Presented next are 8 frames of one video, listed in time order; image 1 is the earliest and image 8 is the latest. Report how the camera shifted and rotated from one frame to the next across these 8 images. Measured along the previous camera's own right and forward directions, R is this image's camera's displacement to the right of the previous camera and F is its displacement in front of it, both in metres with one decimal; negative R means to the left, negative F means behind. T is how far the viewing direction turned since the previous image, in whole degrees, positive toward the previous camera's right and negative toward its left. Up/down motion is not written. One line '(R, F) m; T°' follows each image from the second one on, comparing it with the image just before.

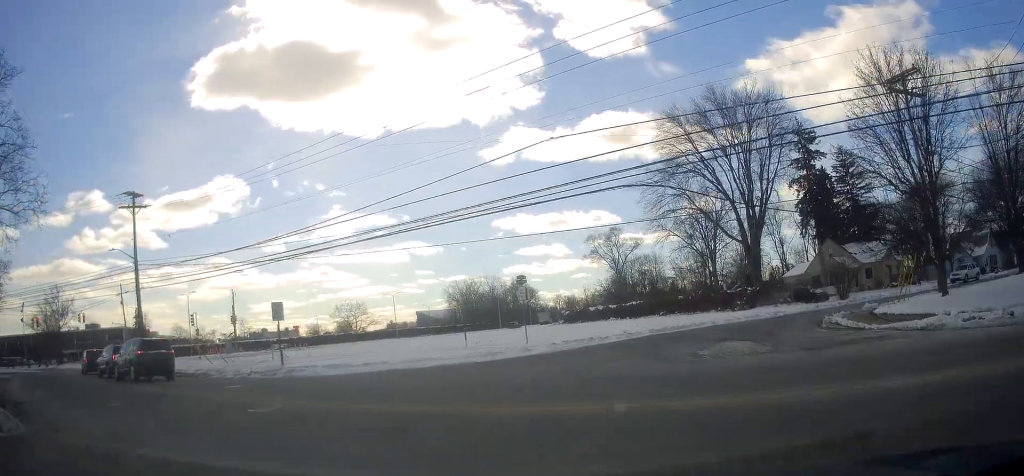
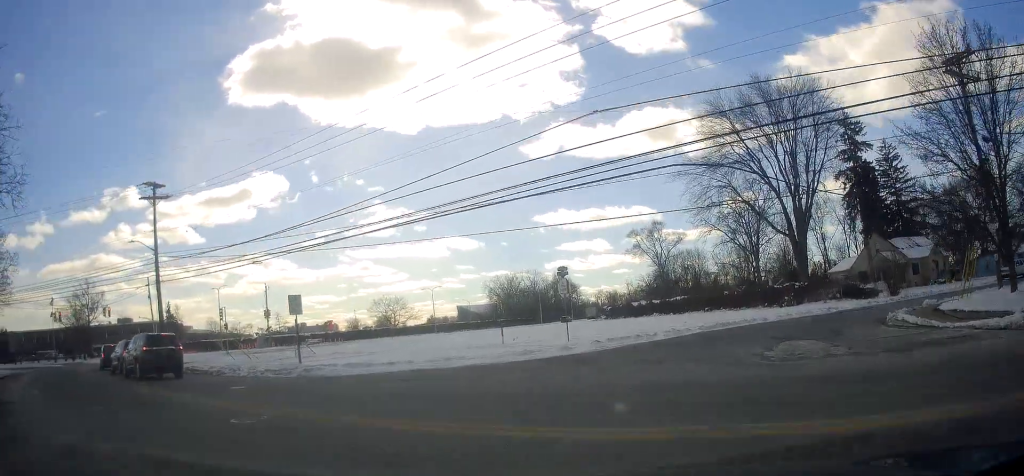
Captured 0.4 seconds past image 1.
(-0.3, +2.2) m; -10°
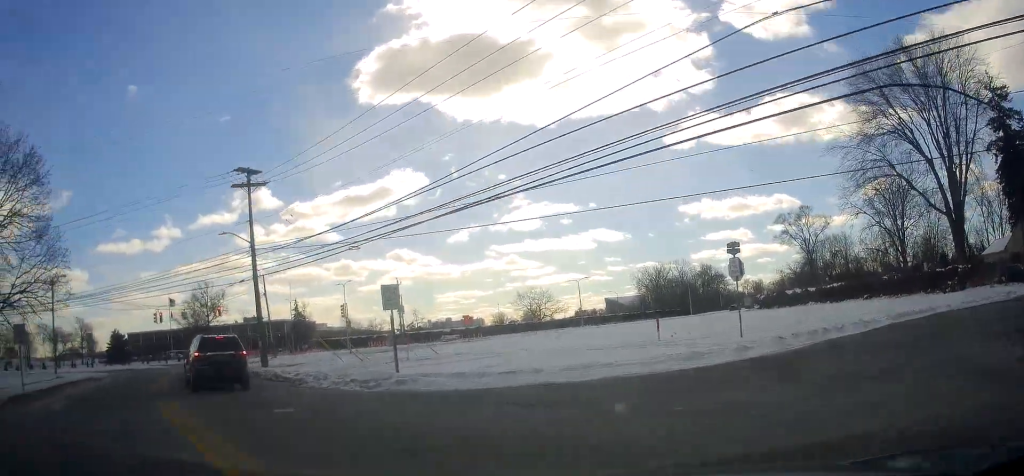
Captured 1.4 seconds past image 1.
(-0.6, +5.0) m; -12°
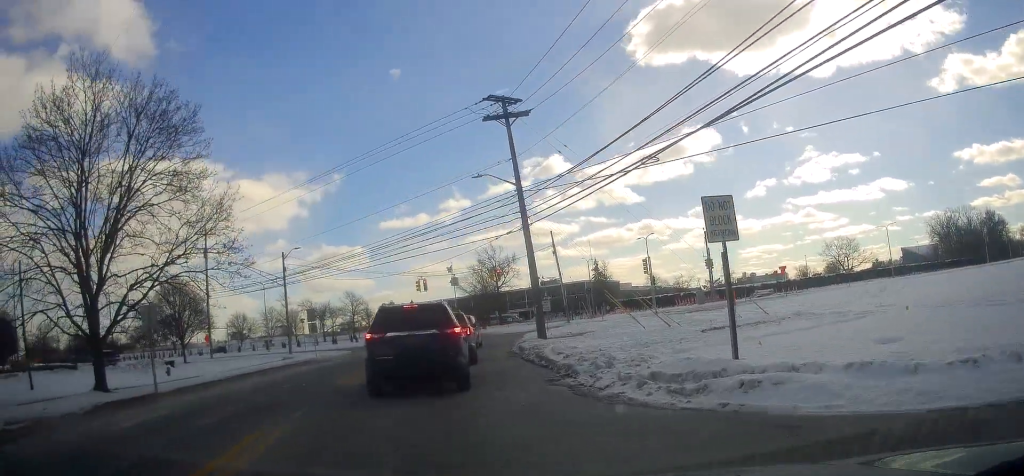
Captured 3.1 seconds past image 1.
(-0.6, +7.1) m; -13°
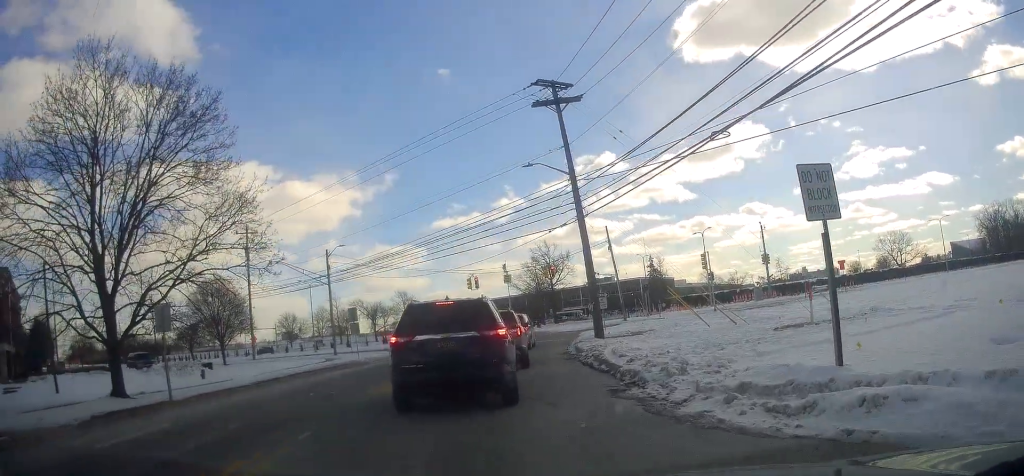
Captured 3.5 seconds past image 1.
(+0.3, +1.7) m; -7°
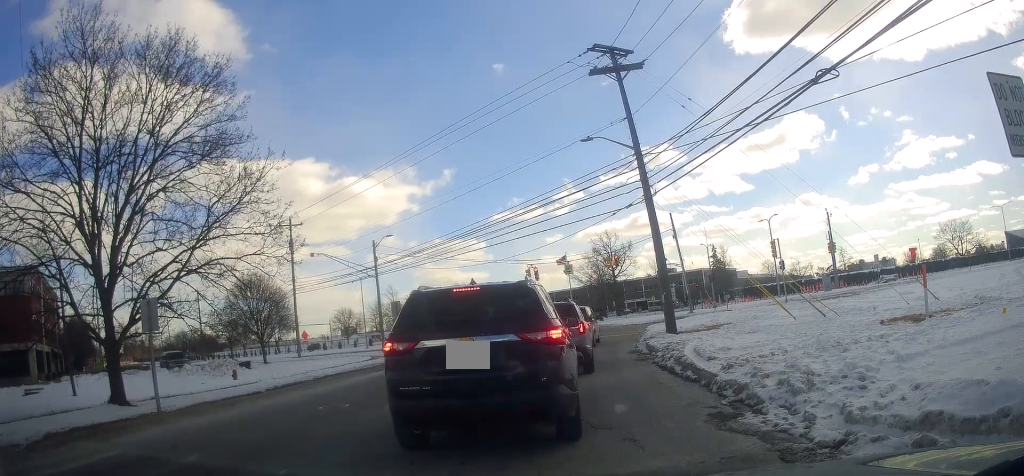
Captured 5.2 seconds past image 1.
(-1.0, +1.3) m; -1°
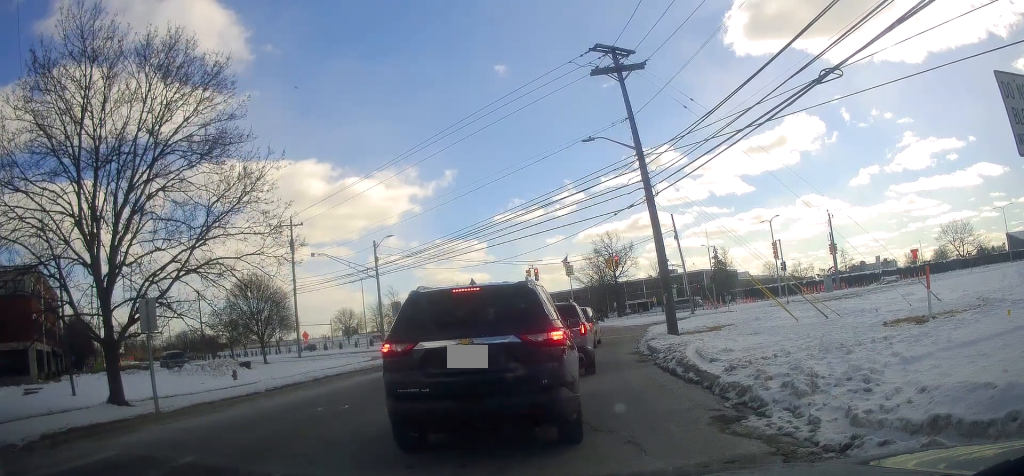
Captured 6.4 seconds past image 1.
(+0.2, +0.2) m; 0°
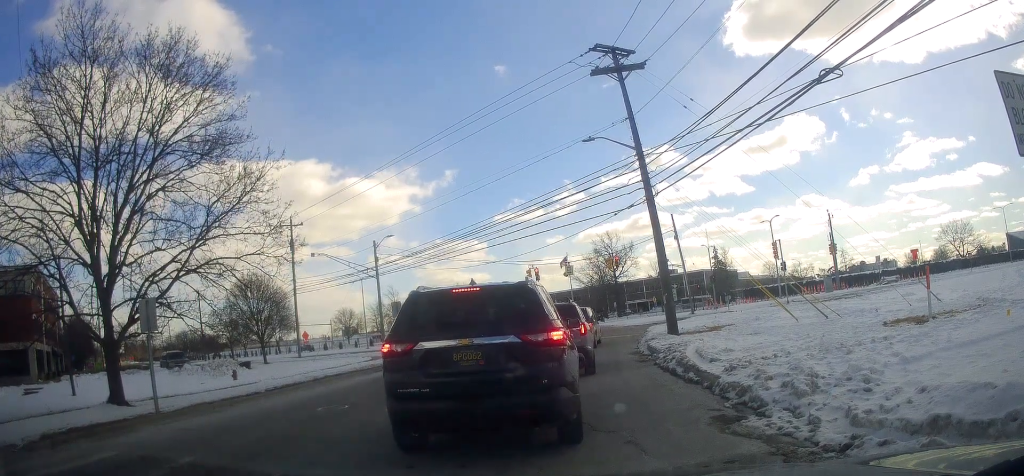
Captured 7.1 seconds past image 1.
(0.0, 0.0) m; 0°
